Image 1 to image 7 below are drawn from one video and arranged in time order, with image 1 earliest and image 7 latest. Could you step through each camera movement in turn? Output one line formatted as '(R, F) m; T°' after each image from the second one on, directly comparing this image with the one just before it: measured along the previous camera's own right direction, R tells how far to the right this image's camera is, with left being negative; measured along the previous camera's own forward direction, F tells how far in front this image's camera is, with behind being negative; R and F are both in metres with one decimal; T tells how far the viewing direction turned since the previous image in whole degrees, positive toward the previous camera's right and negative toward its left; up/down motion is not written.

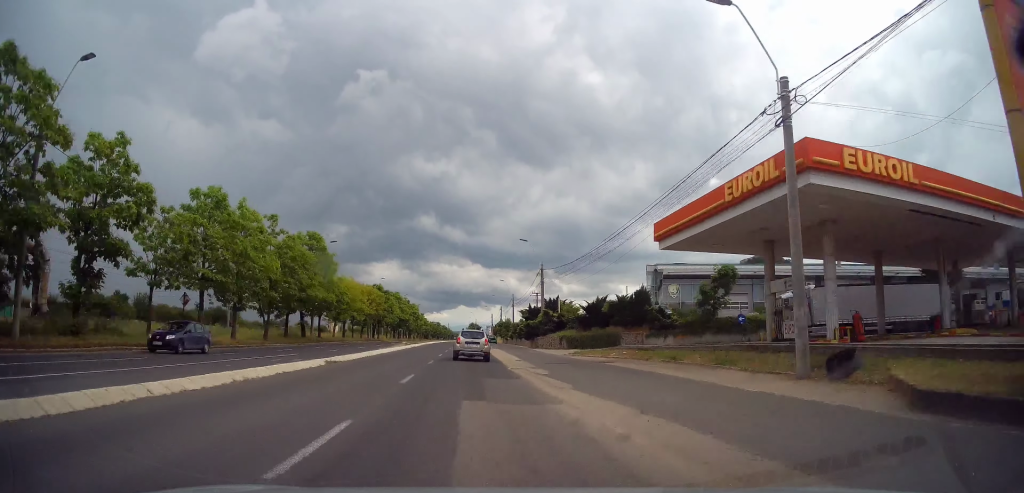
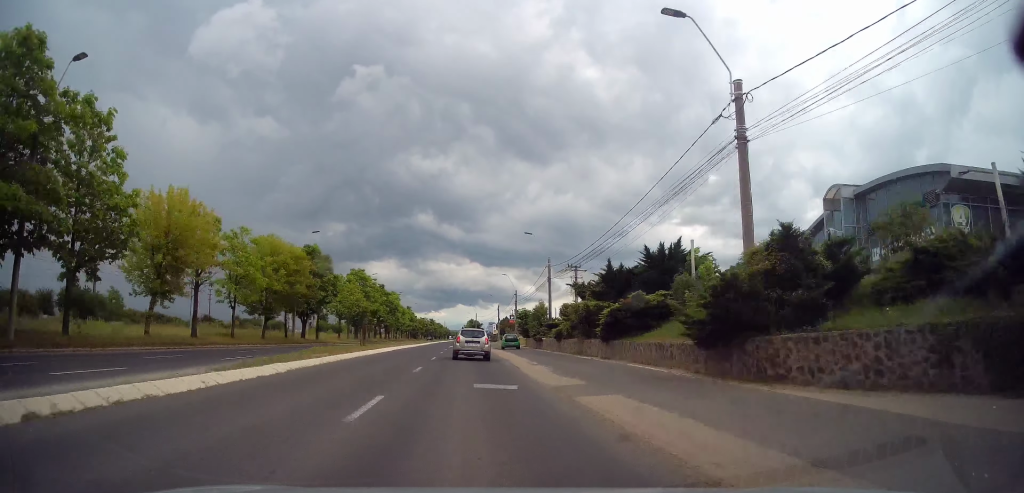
(+0.6, +42.5) m; +1°
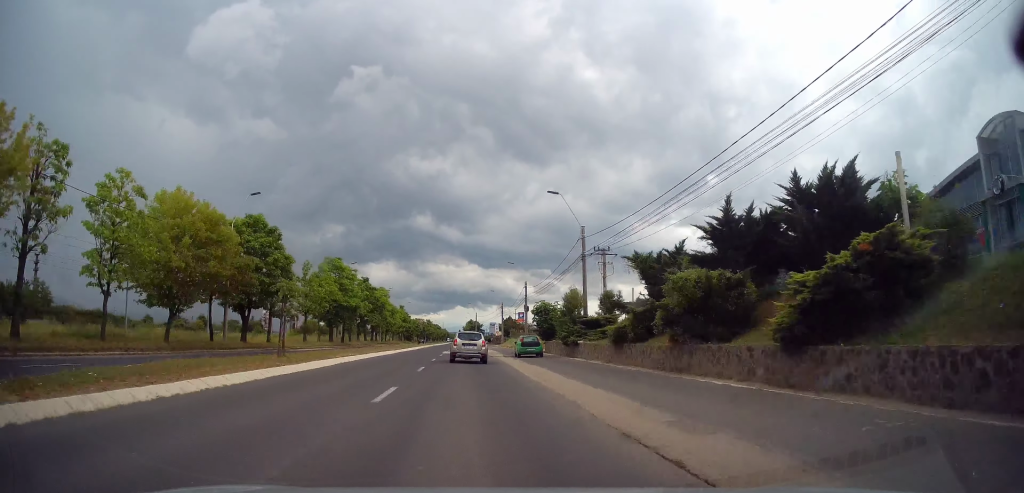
(0.0, +15.9) m; 0°
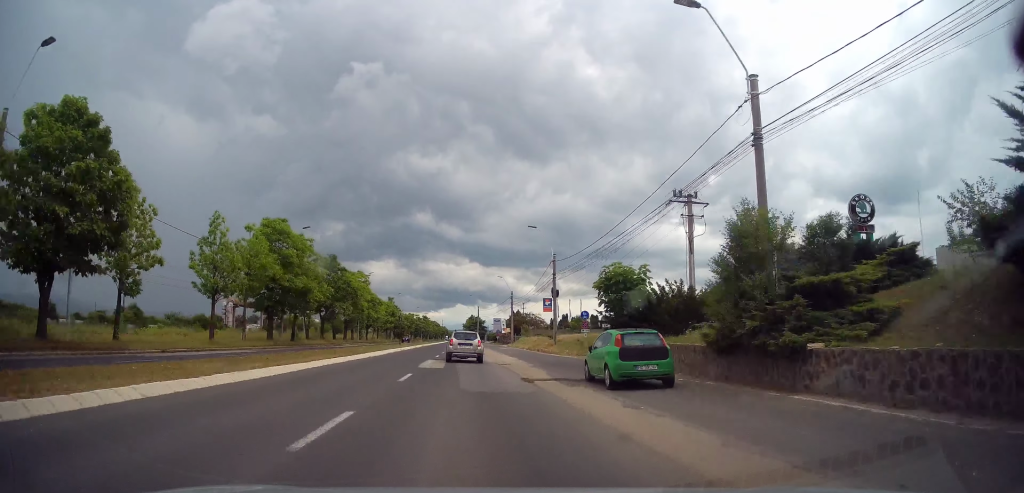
(0.0, +22.8) m; 0°
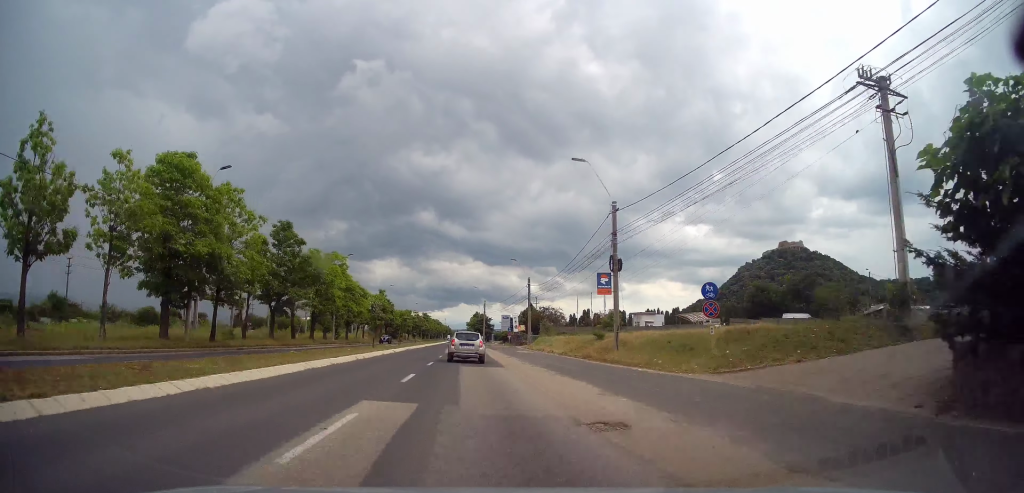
(0.0, +19.4) m; 0°
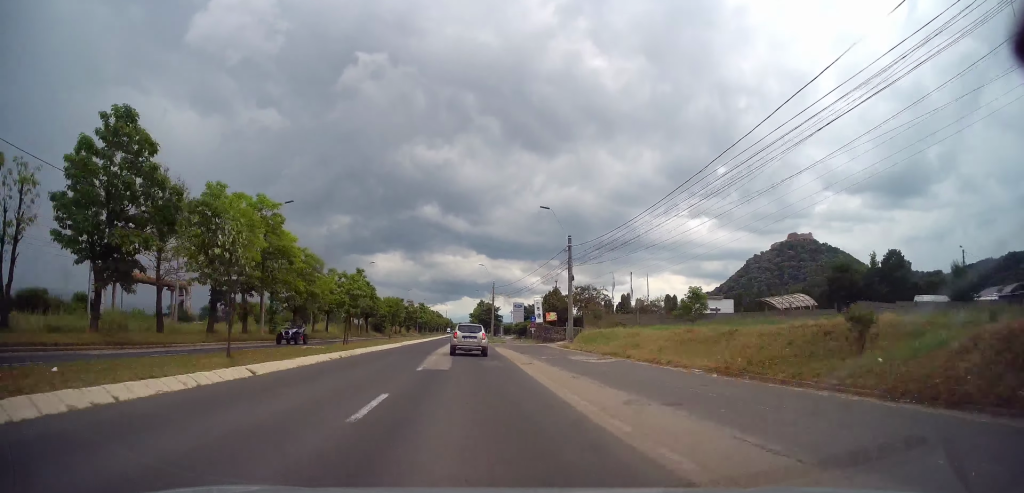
(-0.1, +25.1) m; -1°
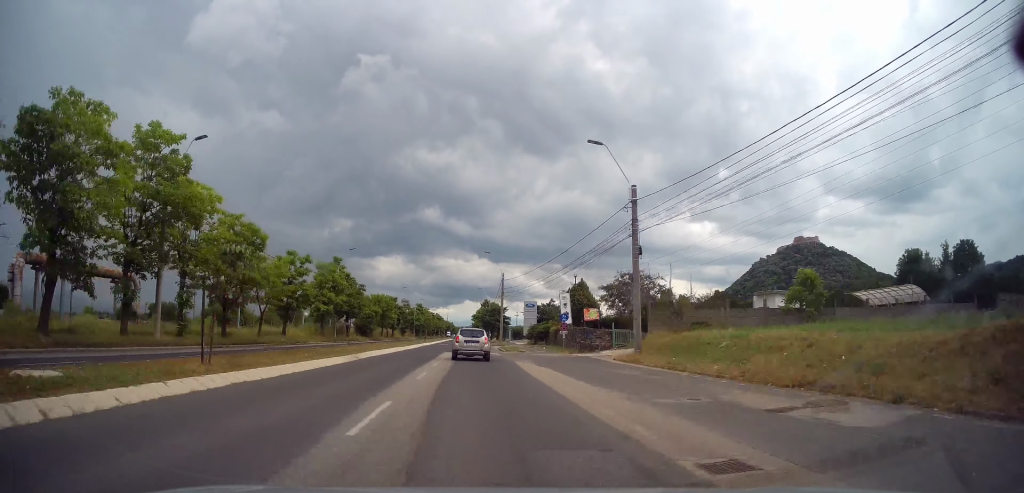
(-0.1, +16.2) m; 0°
